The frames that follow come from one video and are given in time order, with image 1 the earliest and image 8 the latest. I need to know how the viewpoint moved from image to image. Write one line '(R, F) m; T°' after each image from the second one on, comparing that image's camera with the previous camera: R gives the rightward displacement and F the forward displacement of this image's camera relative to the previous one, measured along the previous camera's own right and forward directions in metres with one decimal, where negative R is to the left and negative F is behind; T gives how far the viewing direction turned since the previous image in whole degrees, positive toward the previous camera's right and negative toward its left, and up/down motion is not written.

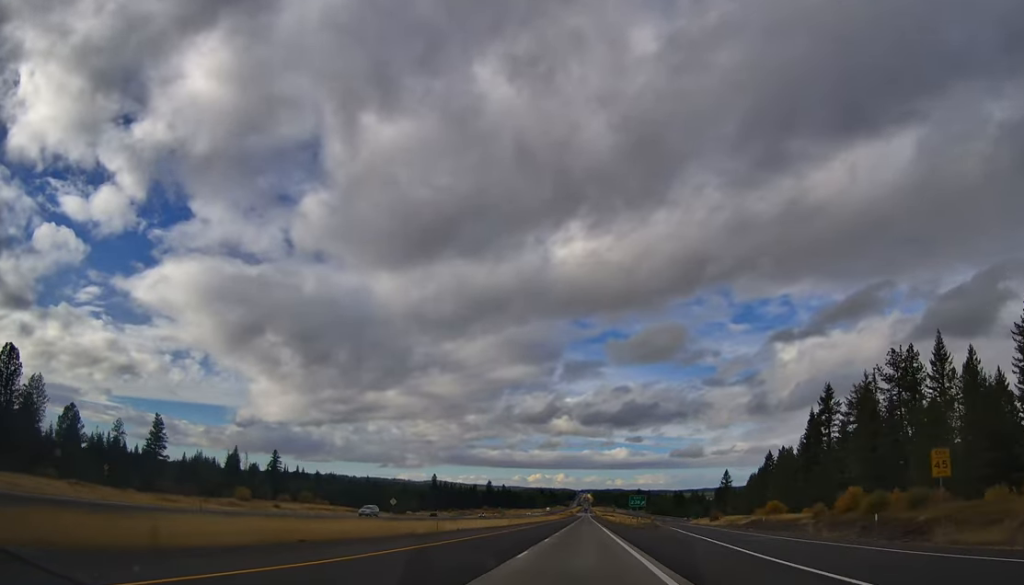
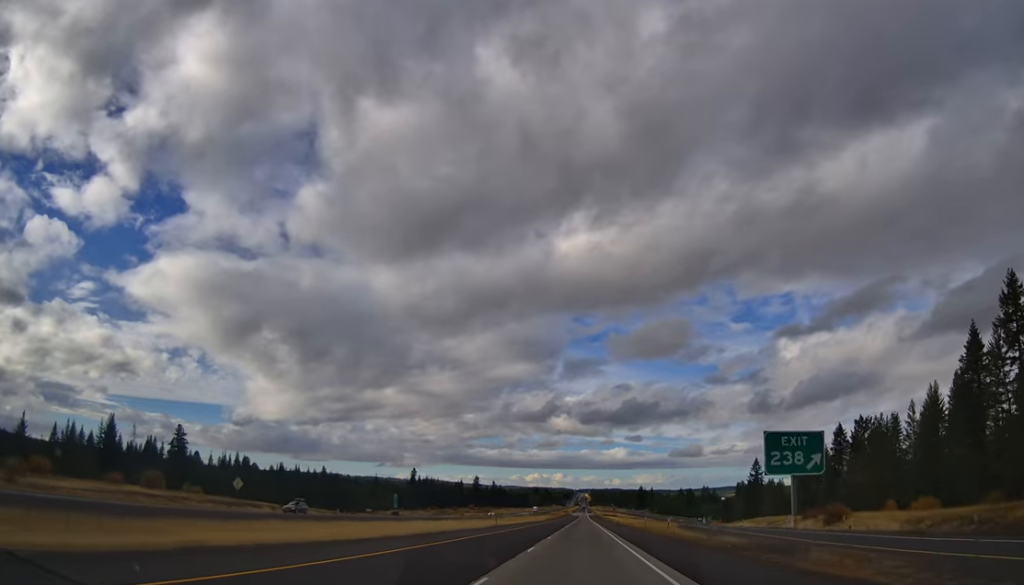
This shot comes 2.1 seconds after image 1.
(-0.6, +71.3) m; -1°
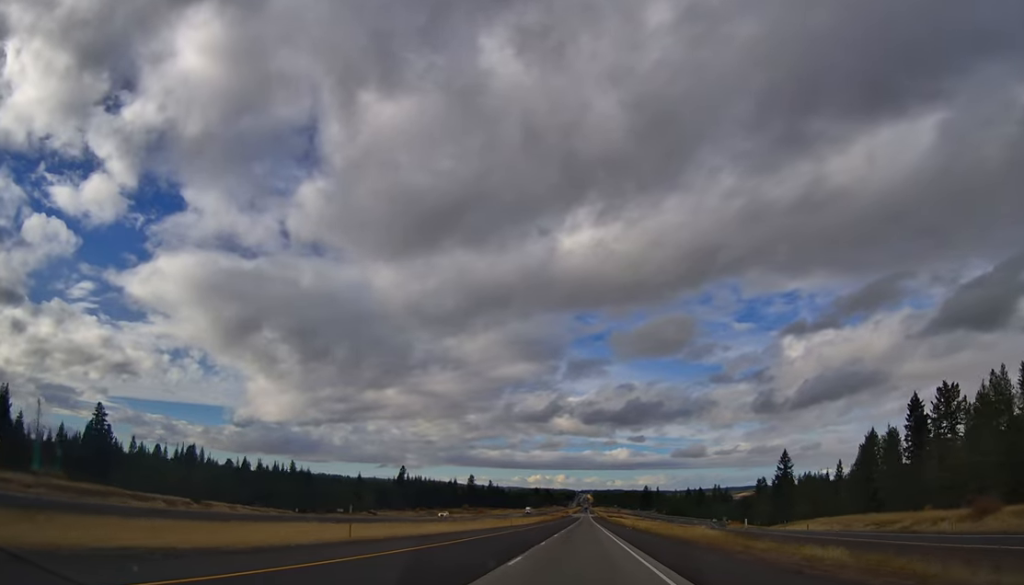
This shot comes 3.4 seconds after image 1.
(+0.1, +42.2) m; 0°
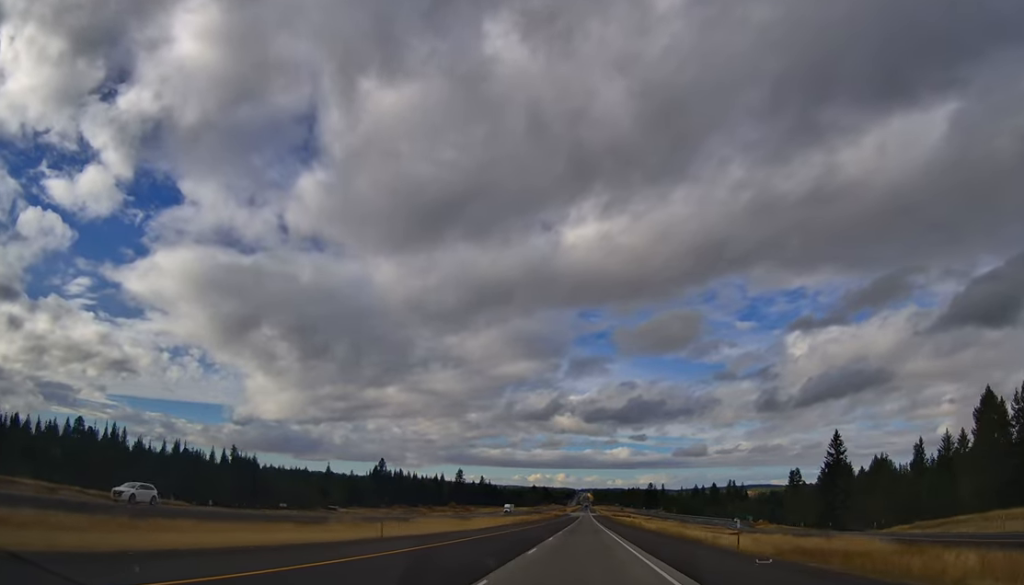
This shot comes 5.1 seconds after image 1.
(+0.4, +56.6) m; 0°
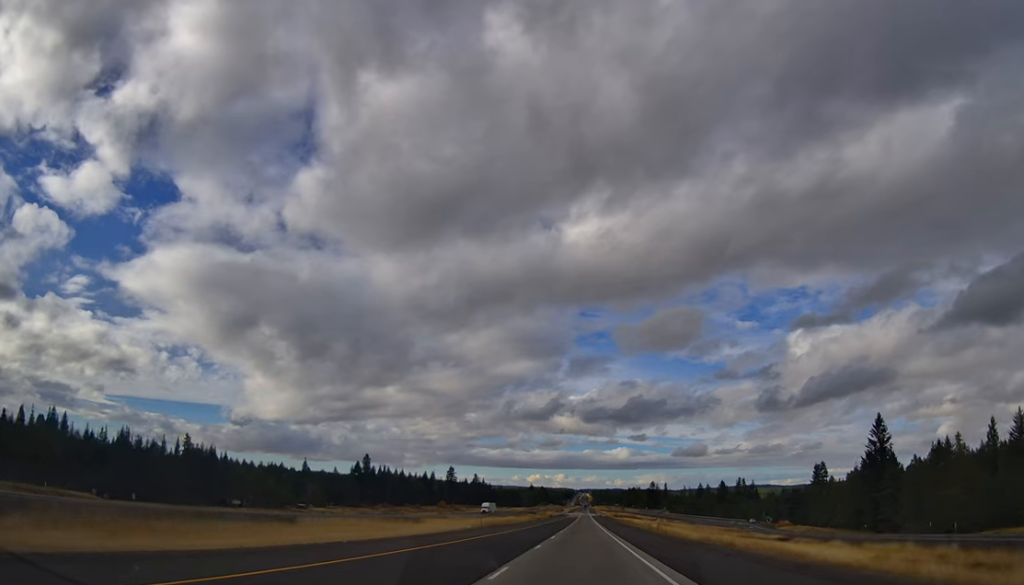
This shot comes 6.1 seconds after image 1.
(-0.5, +33.2) m; -1°
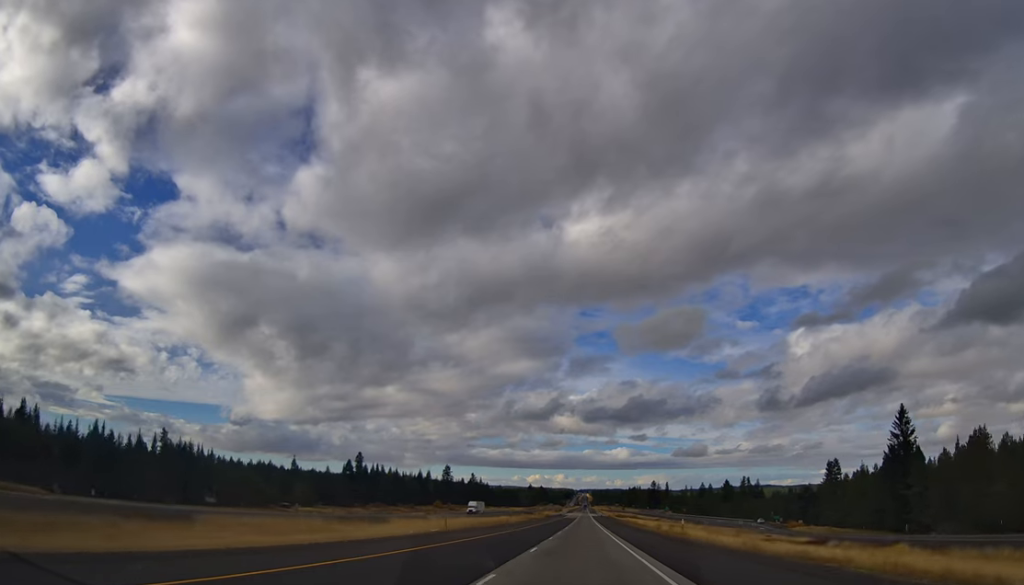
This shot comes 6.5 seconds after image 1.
(-0.2, +14.4) m; 0°
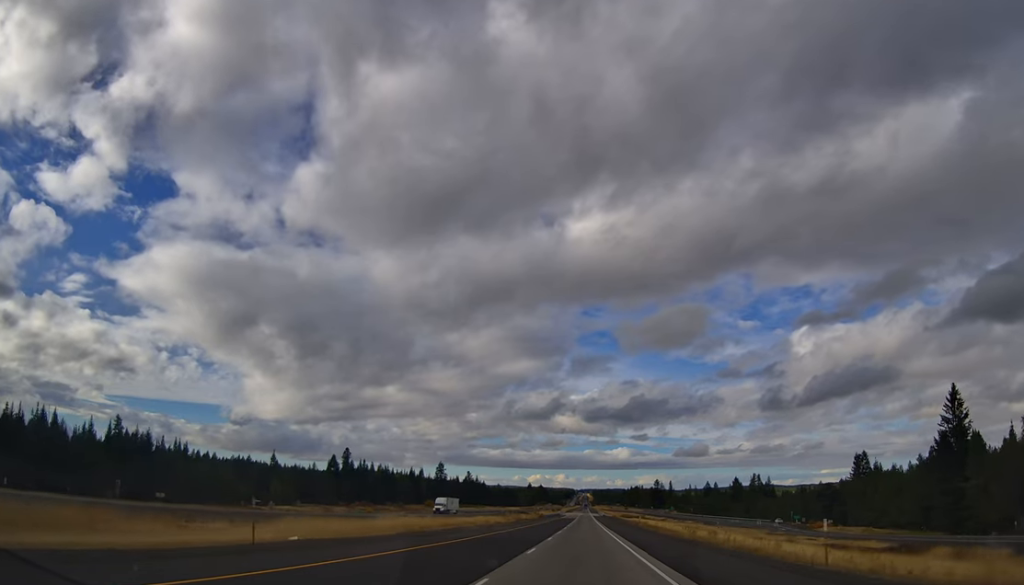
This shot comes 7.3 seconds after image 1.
(+0.5, +25.4) m; +1°
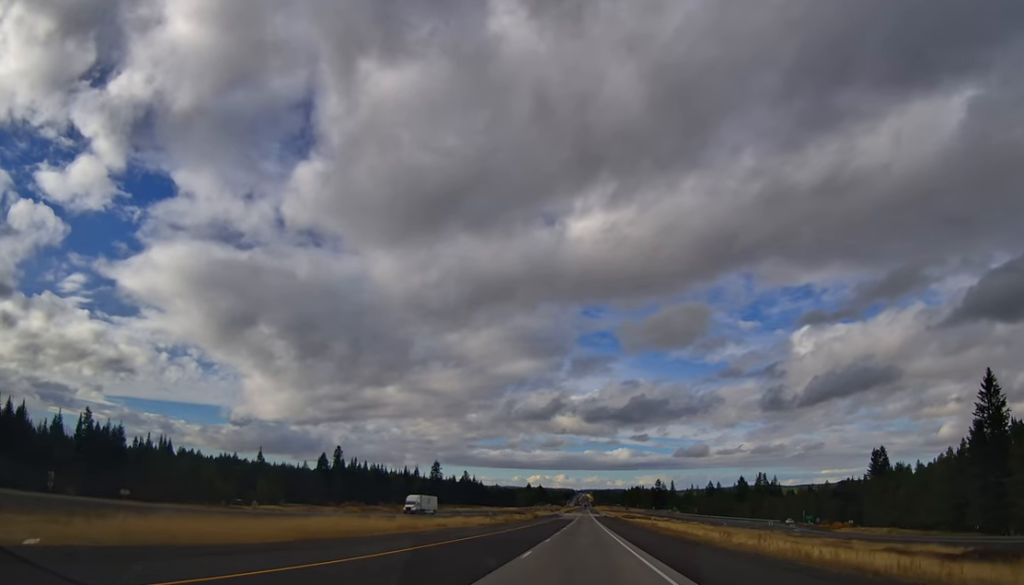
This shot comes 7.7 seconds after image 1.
(0.0, +14.3) m; 0°
